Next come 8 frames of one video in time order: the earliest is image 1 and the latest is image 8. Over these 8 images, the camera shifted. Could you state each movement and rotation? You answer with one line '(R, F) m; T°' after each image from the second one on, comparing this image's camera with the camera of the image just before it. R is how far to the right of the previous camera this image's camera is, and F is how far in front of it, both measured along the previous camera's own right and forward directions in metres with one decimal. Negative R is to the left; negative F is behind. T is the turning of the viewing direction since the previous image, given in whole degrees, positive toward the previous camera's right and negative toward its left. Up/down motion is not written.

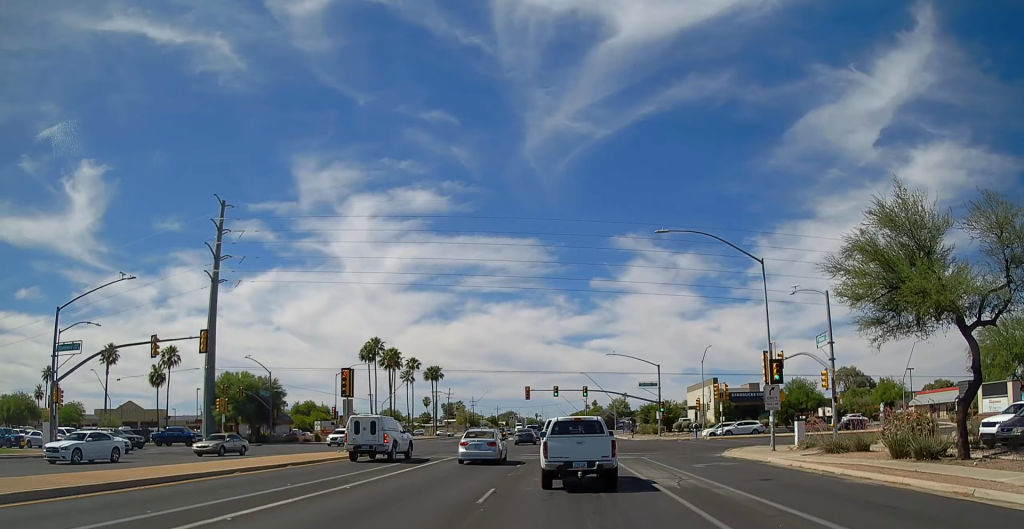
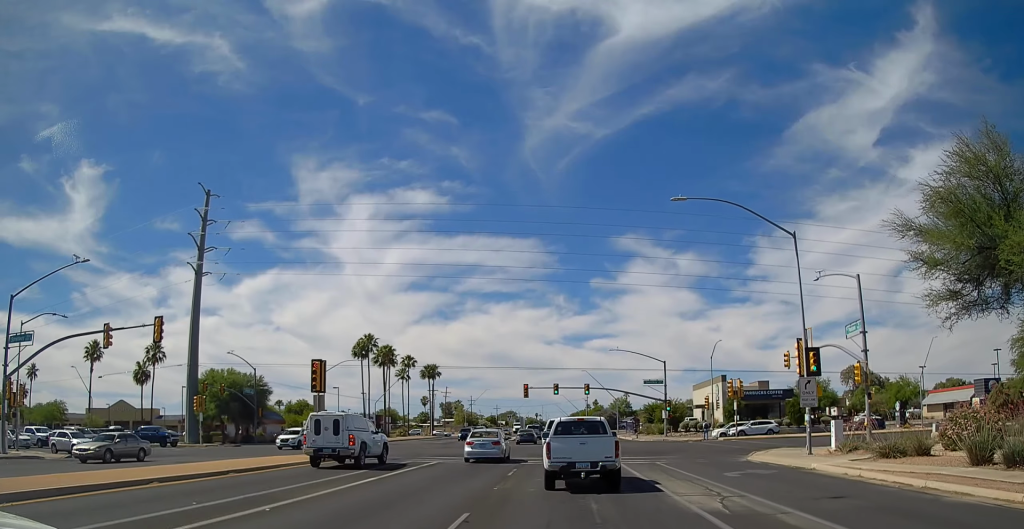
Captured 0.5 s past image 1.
(+0.4, +4.4) m; +3°
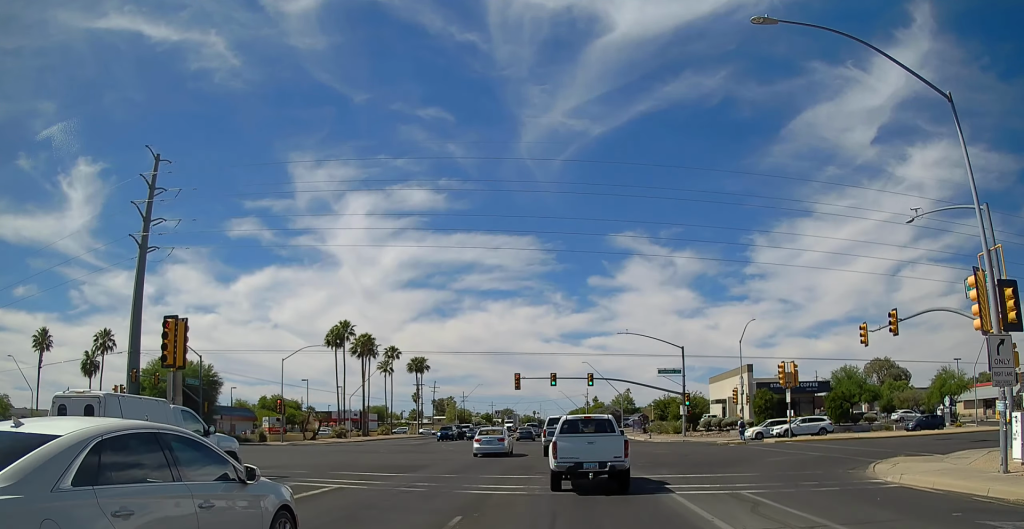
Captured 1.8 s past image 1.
(+0.4, +12.2) m; +2°
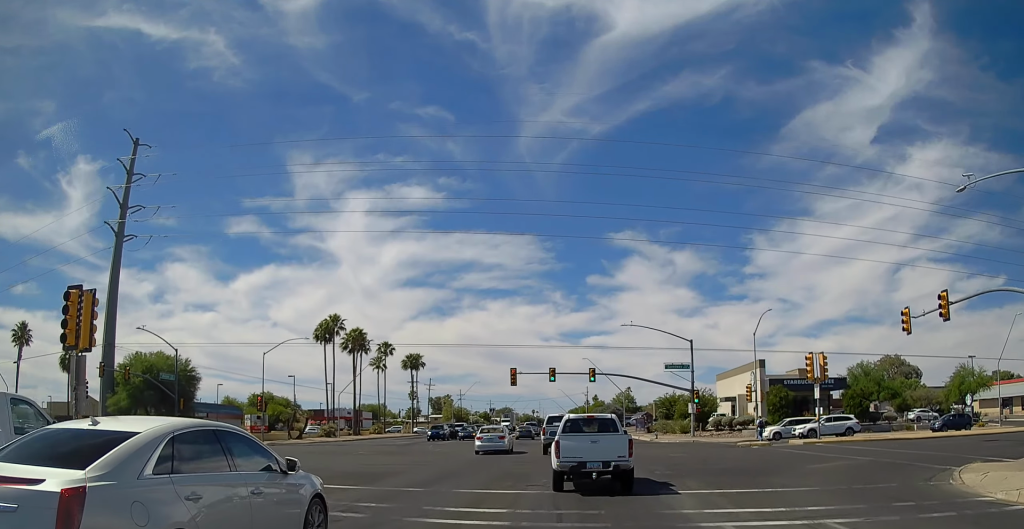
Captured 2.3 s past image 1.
(0.0, +4.7) m; 0°
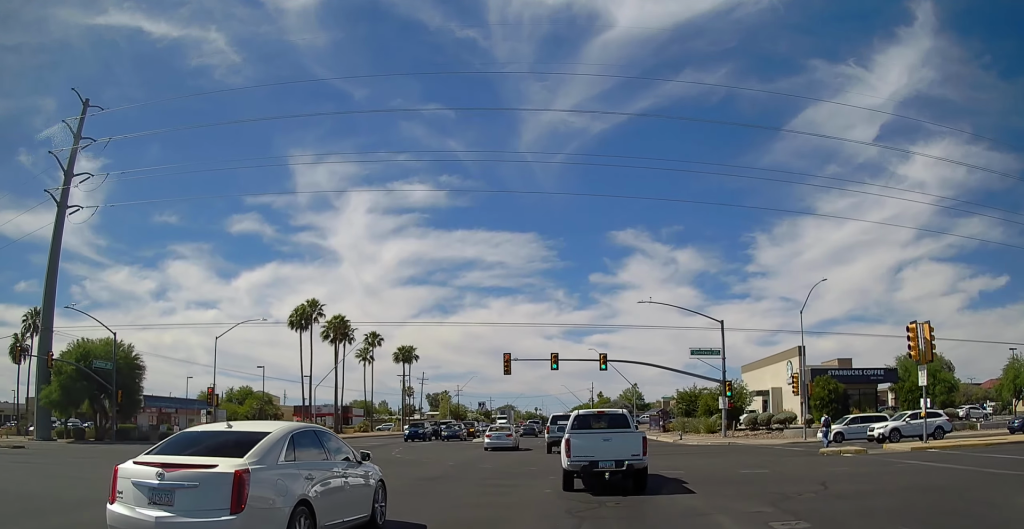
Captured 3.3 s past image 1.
(0.0, +10.6) m; 0°
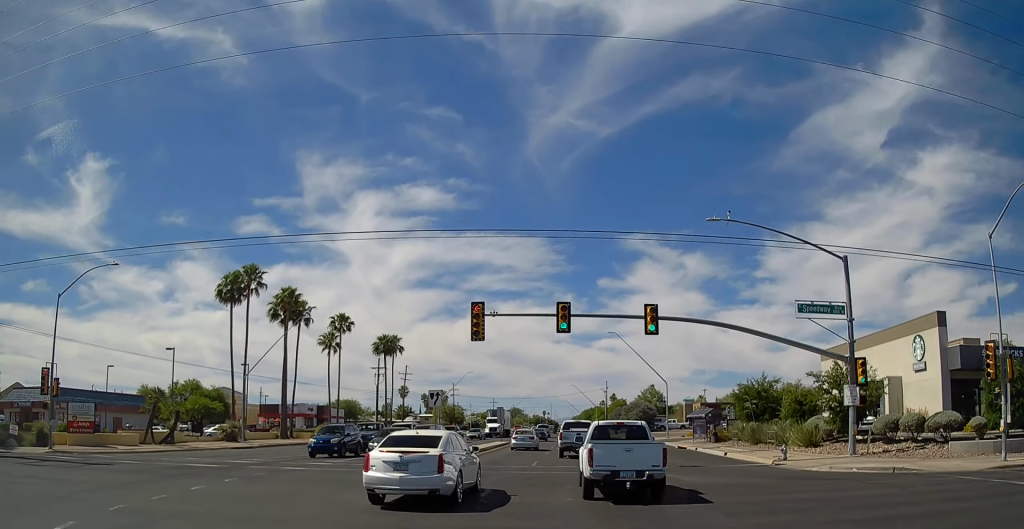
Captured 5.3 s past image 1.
(0.0, +22.5) m; 0°
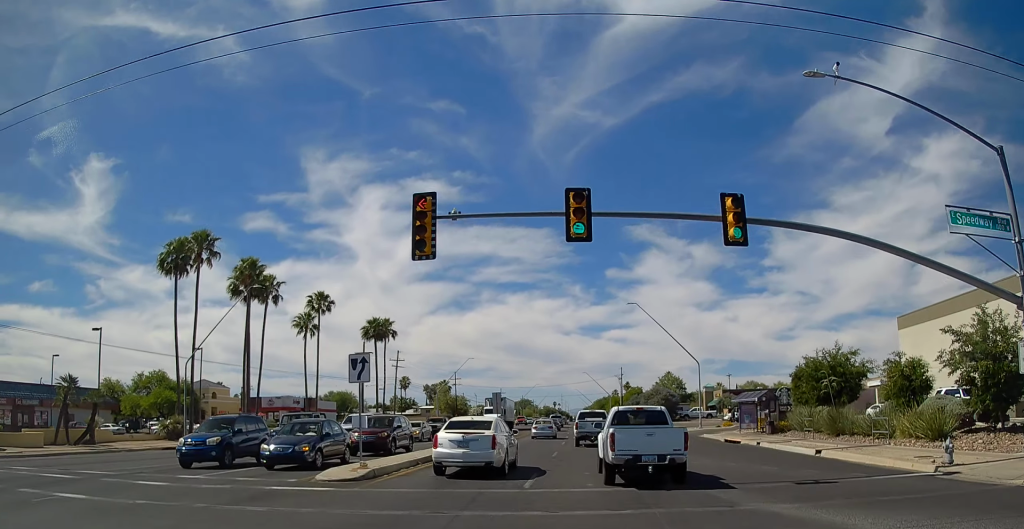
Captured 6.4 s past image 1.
(0.0, +12.2) m; -2°
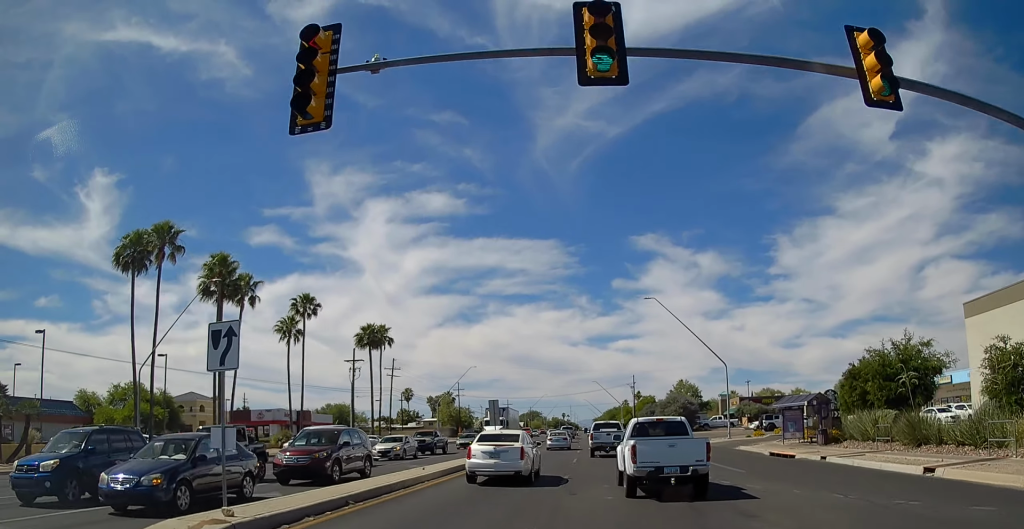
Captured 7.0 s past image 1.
(+0.1, +7.4) m; -2°
